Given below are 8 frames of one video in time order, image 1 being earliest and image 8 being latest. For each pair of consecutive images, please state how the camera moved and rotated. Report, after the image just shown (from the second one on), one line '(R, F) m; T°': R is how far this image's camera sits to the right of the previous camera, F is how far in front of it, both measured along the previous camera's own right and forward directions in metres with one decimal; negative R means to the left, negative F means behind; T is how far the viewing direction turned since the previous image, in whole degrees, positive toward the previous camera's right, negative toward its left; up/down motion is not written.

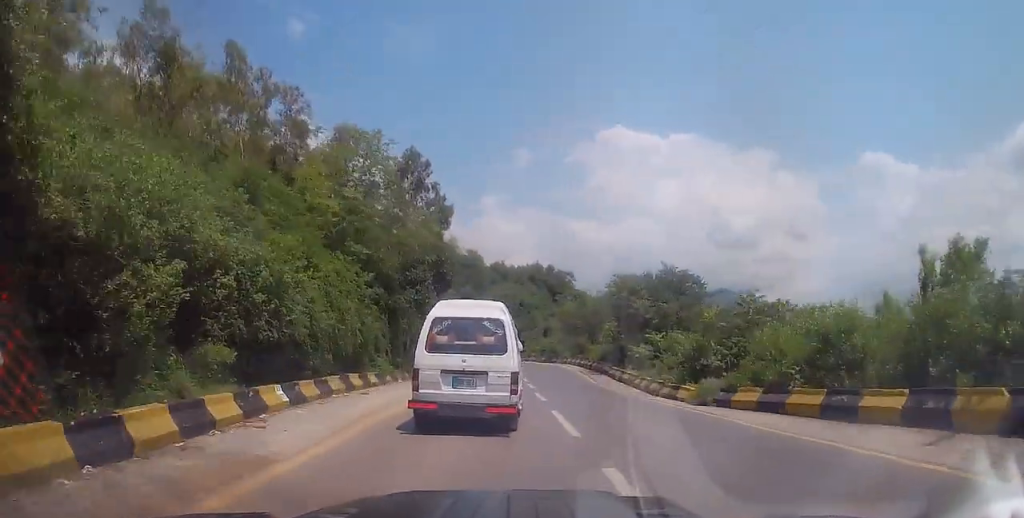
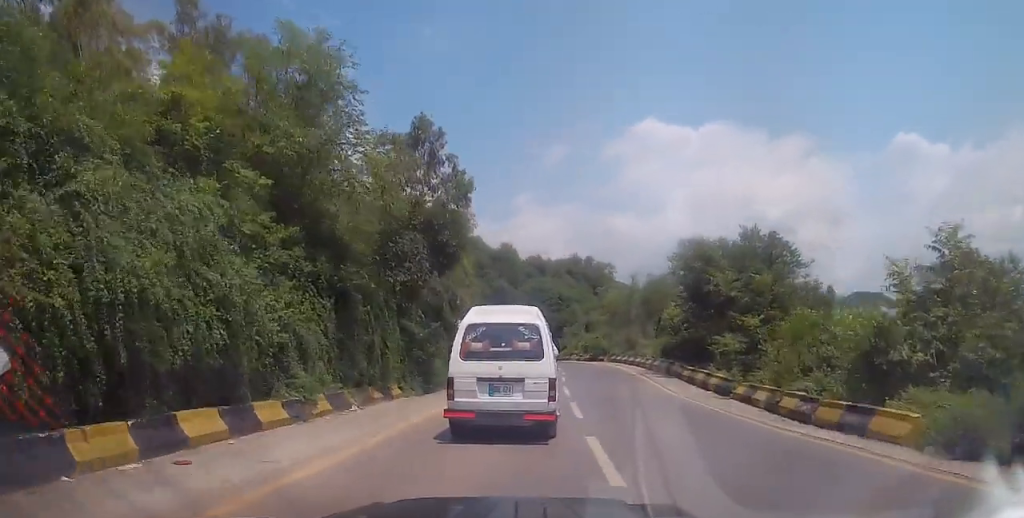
(-0.5, +9.3) m; -2°
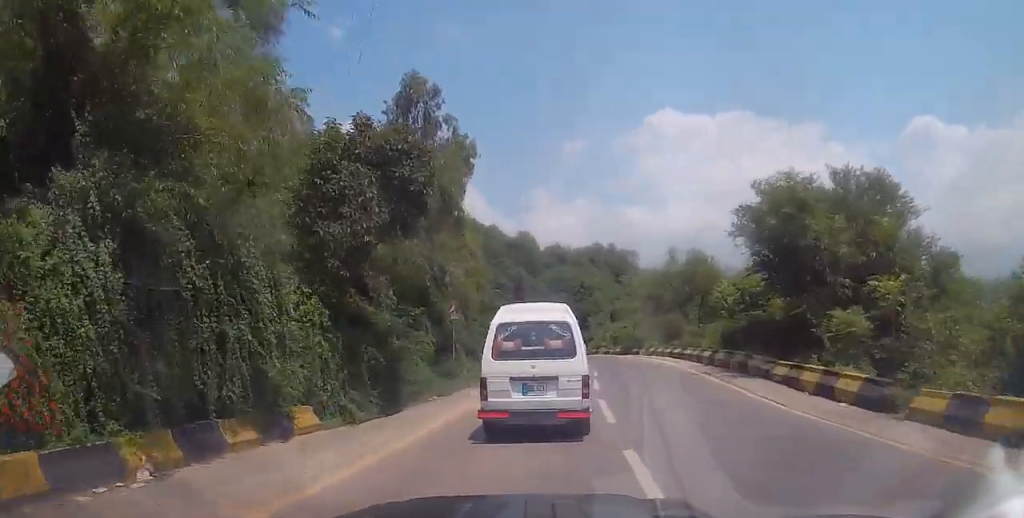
(0.0, +7.9) m; -1°
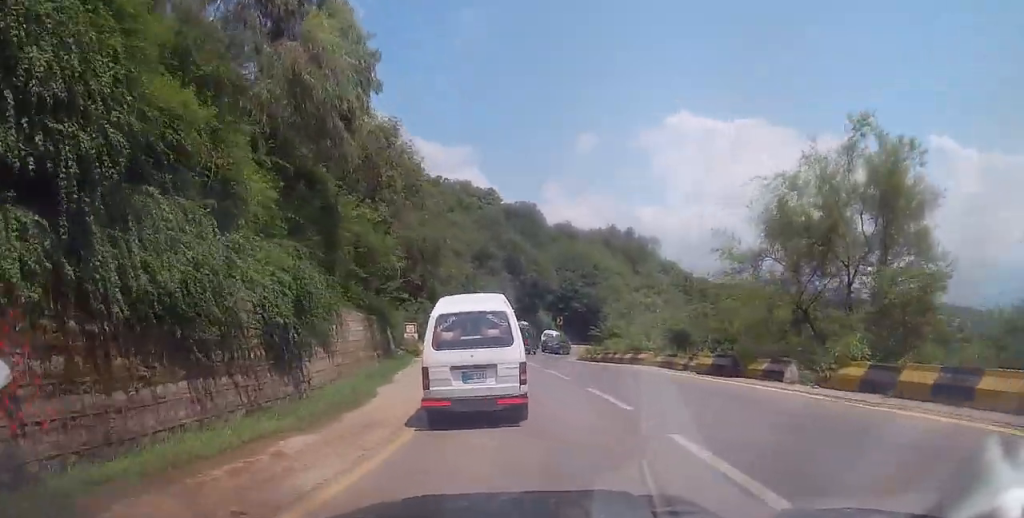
(-0.9, +24.4) m; -3°
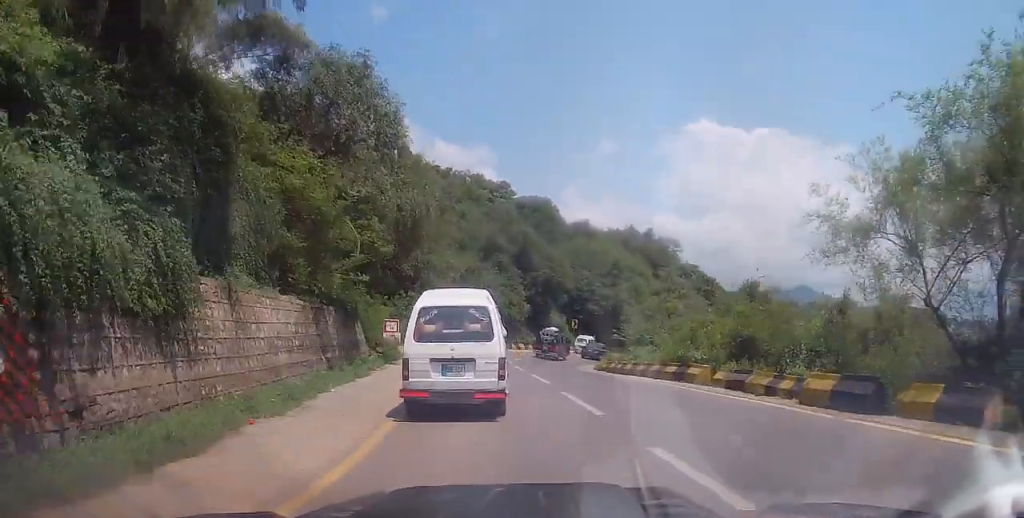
(-0.1, +6.5) m; +1°
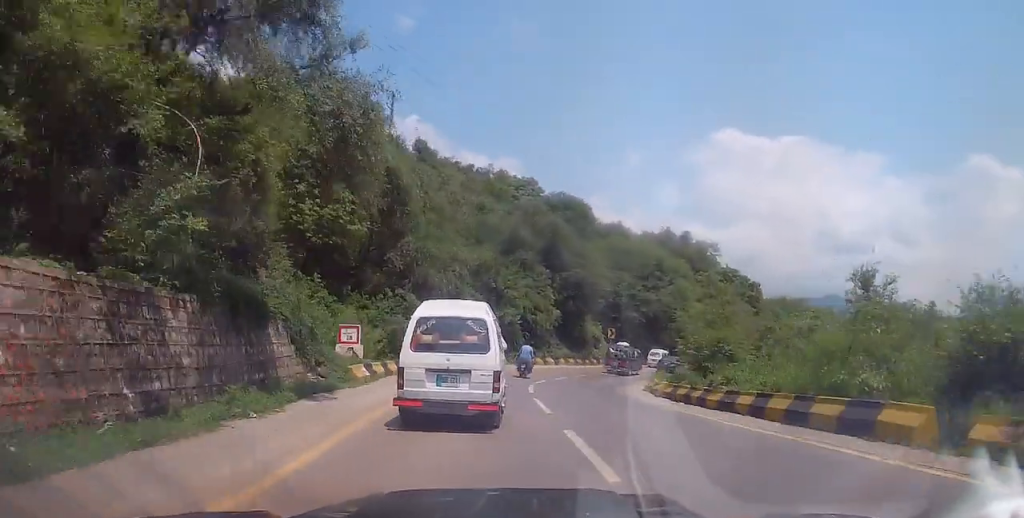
(+0.6, +9.3) m; -2°
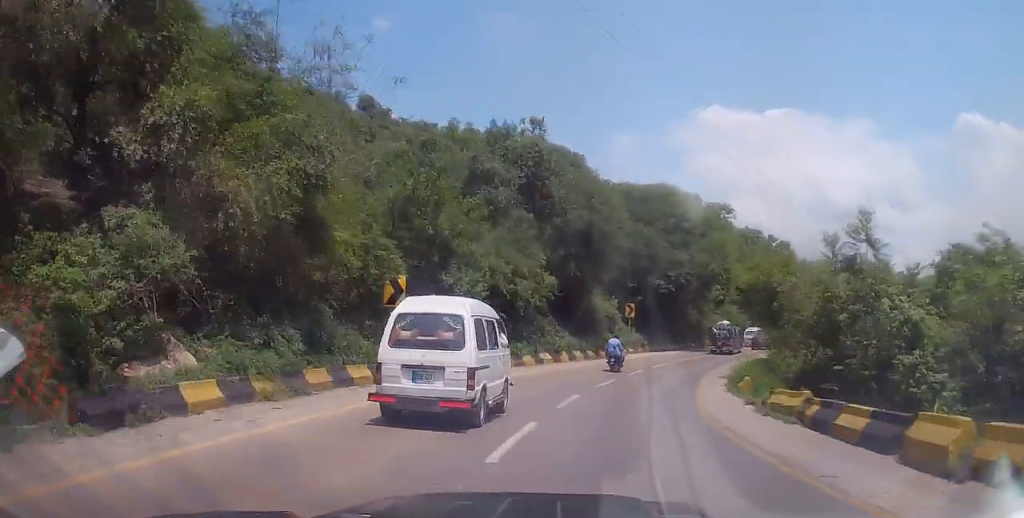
(-1.1, +17.4) m; -2°
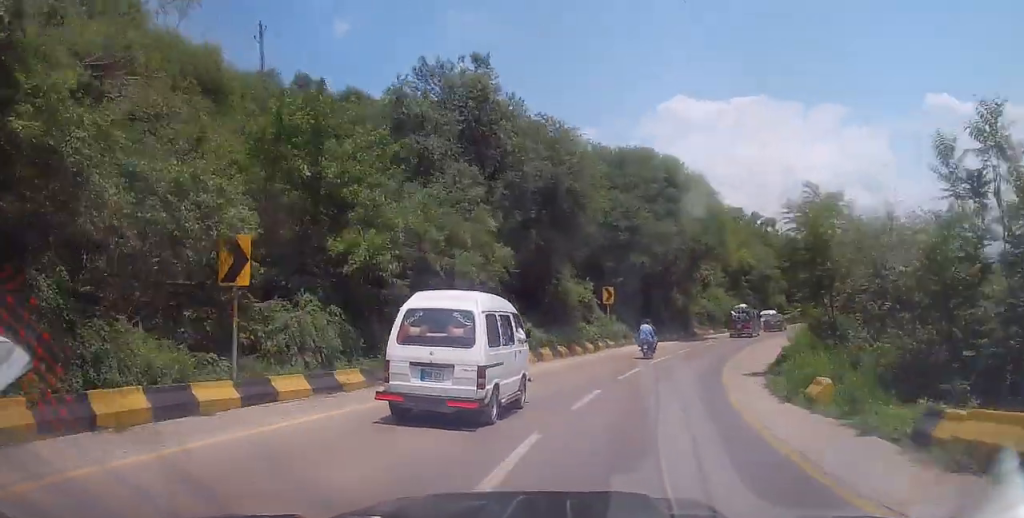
(+0.1, +7.6) m; +3°
